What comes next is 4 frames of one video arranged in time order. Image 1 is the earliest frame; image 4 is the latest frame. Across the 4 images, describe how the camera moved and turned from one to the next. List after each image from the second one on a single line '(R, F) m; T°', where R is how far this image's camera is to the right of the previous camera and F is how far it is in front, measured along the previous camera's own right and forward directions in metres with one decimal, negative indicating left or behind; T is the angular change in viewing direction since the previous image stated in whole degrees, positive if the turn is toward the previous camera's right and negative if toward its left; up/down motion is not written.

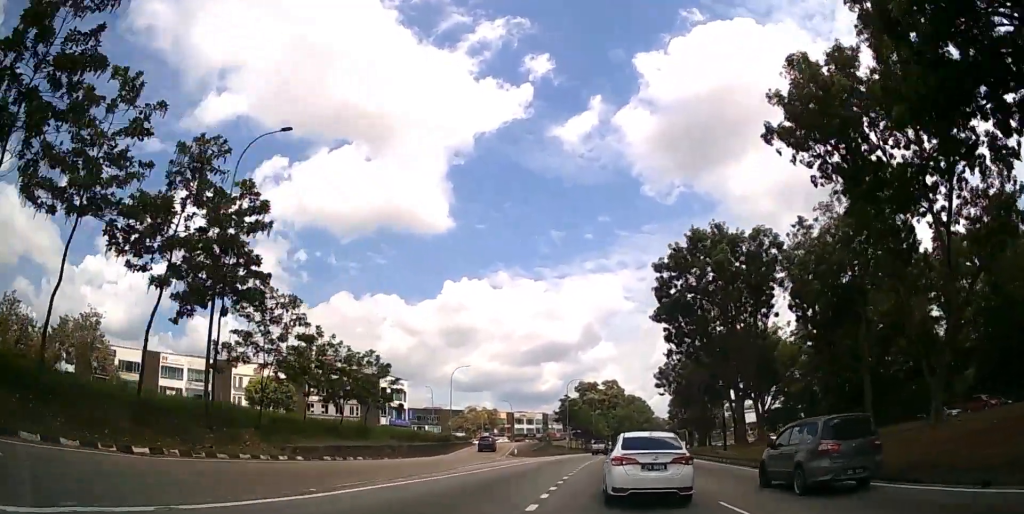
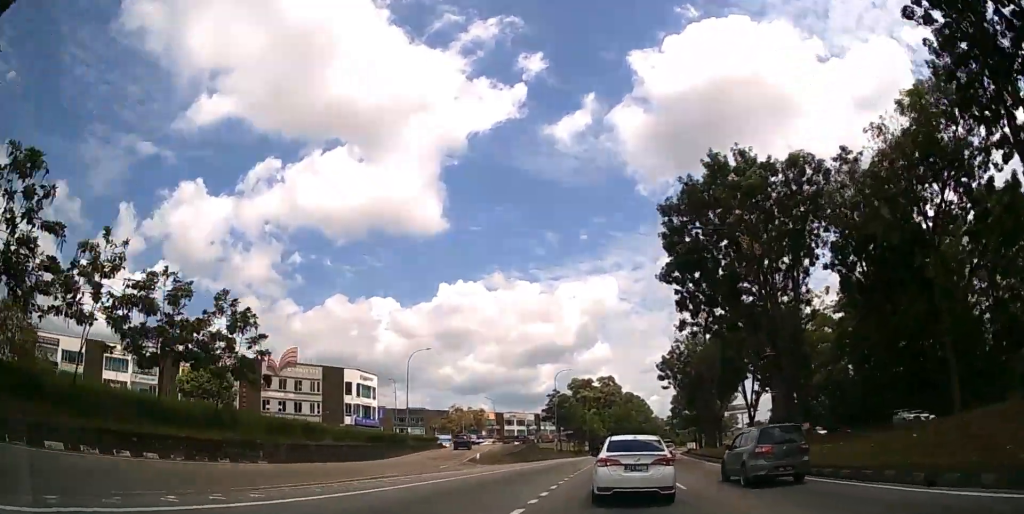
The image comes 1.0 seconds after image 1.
(+0.1, +14.1) m; +1°
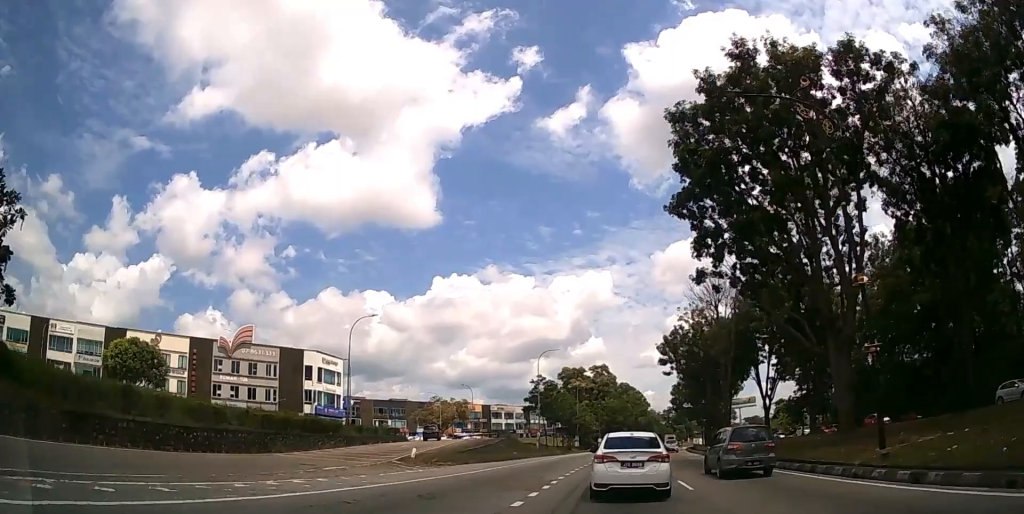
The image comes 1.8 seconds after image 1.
(+0.1, +12.1) m; +1°
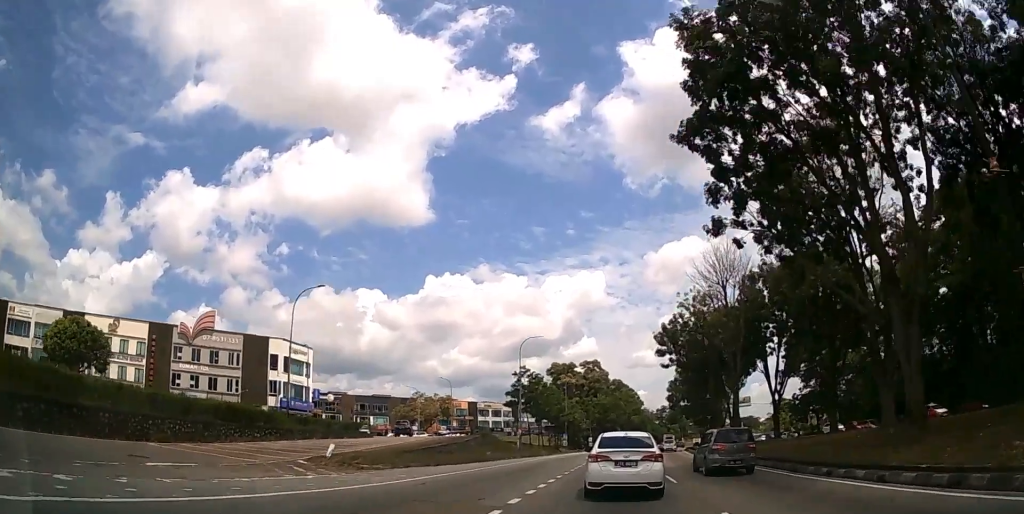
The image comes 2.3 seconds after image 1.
(0.0, +7.9) m; +1°
